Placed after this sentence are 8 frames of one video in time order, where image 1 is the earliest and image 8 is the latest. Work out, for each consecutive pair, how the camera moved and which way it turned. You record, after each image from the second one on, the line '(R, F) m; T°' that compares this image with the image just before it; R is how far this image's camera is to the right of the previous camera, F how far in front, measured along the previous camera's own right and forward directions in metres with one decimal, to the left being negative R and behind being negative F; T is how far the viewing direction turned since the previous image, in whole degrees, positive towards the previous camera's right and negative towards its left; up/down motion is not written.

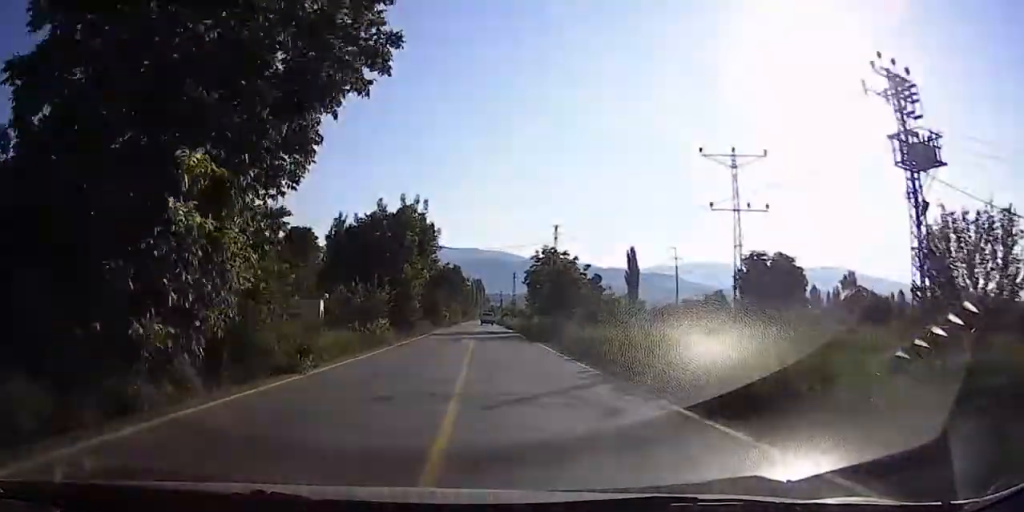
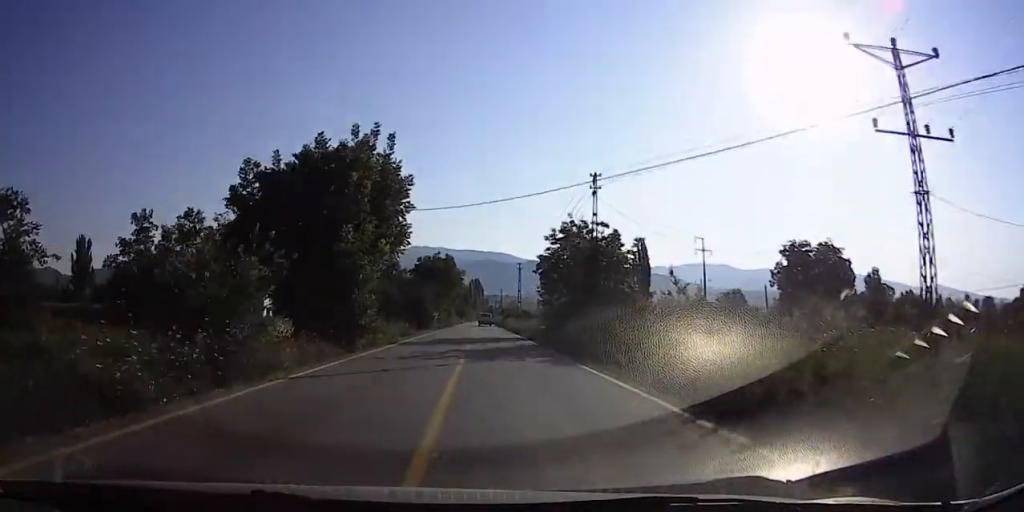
(+0.2, +14.1) m; -5°
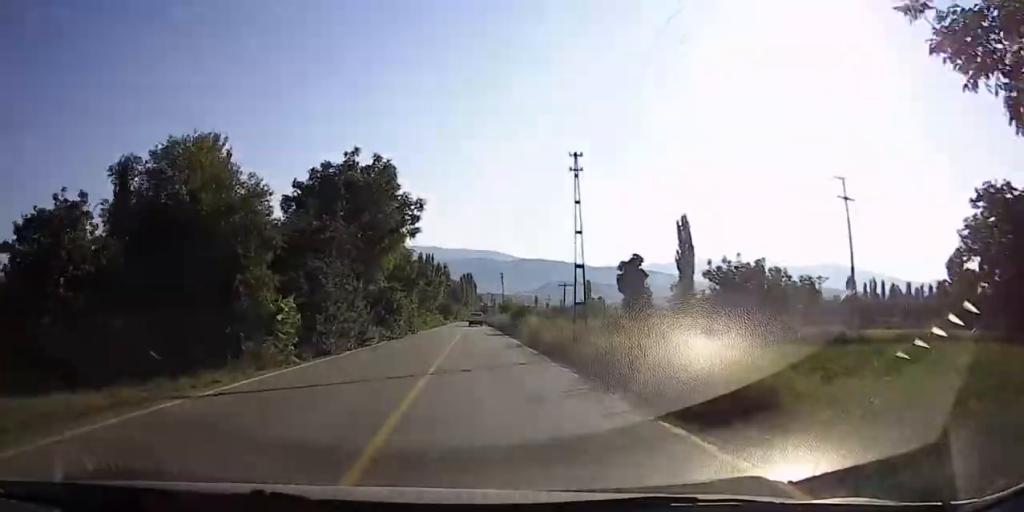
(-5.6, +40.0) m; -10°
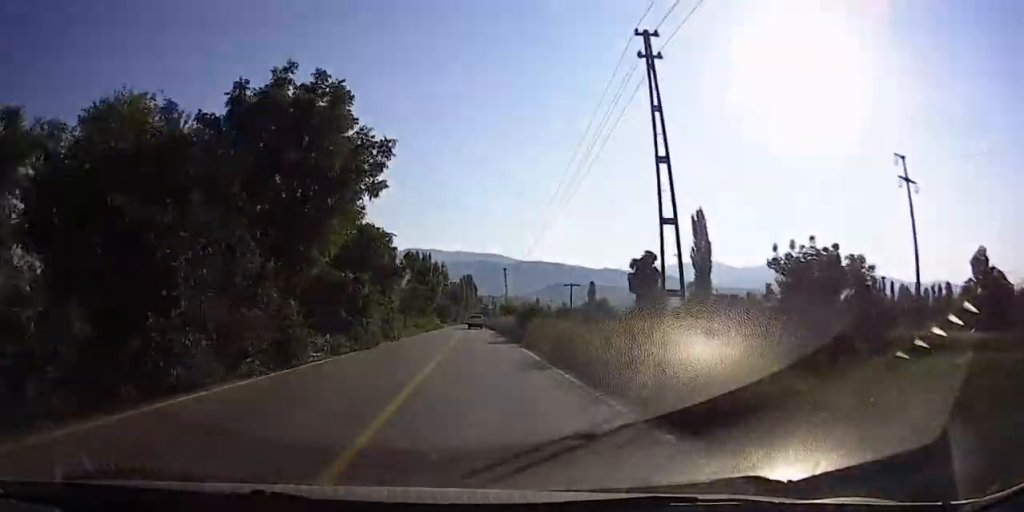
(0.0, +9.6) m; 0°
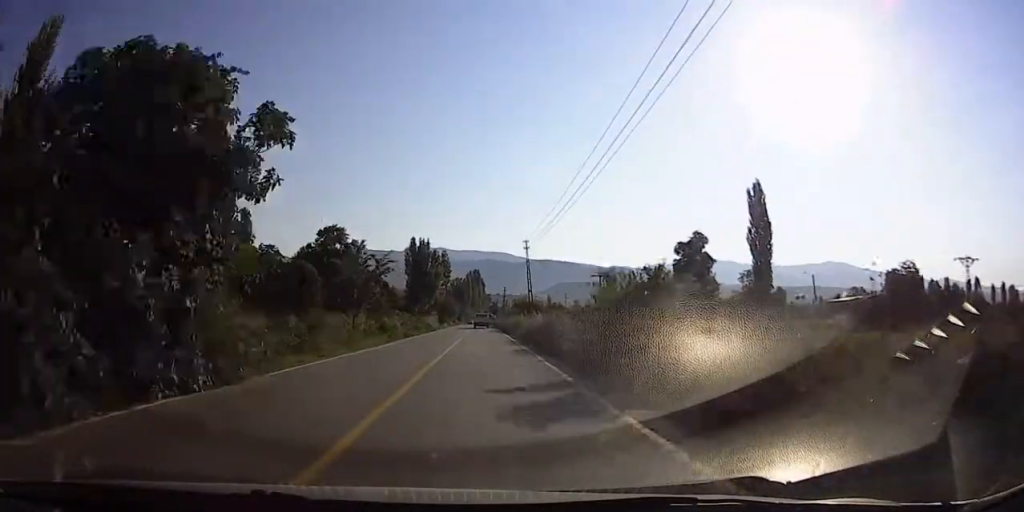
(0.0, +23.9) m; +1°
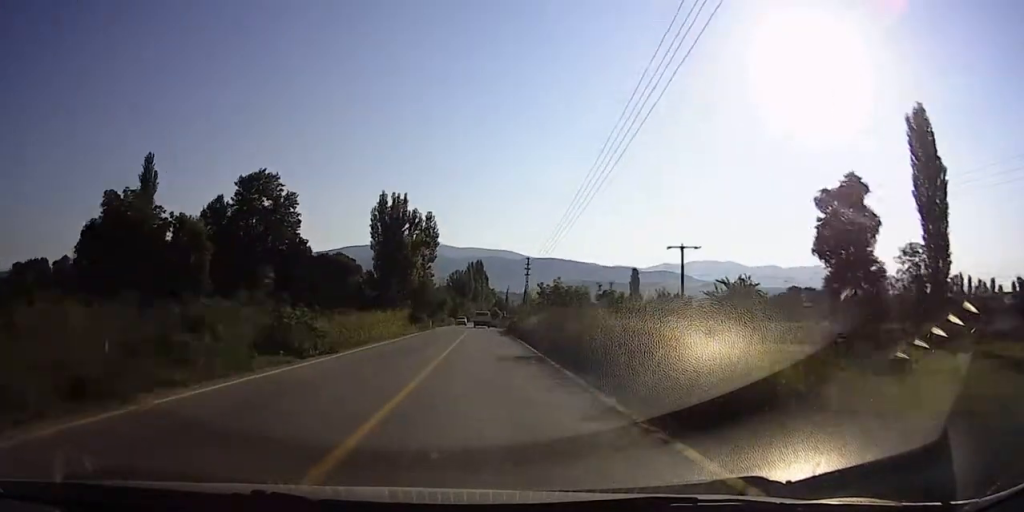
(+1.1, +42.9) m; 0°
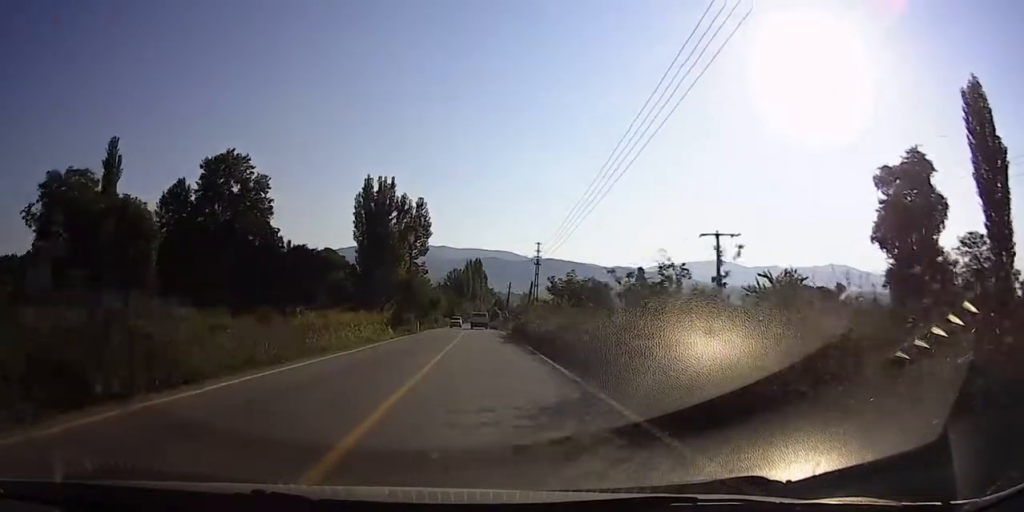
(-0.2, +10.3) m; -1°
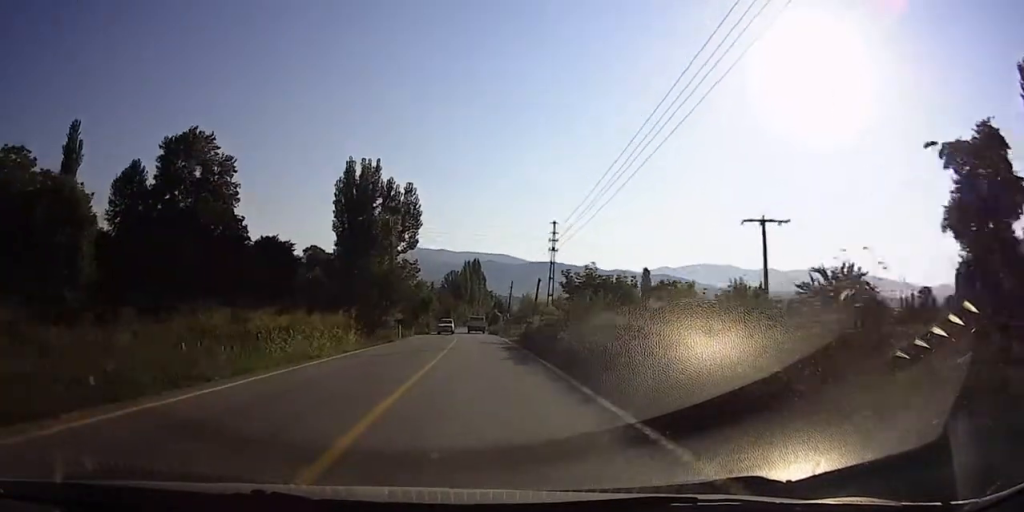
(-0.1, +9.7) m; 0°
